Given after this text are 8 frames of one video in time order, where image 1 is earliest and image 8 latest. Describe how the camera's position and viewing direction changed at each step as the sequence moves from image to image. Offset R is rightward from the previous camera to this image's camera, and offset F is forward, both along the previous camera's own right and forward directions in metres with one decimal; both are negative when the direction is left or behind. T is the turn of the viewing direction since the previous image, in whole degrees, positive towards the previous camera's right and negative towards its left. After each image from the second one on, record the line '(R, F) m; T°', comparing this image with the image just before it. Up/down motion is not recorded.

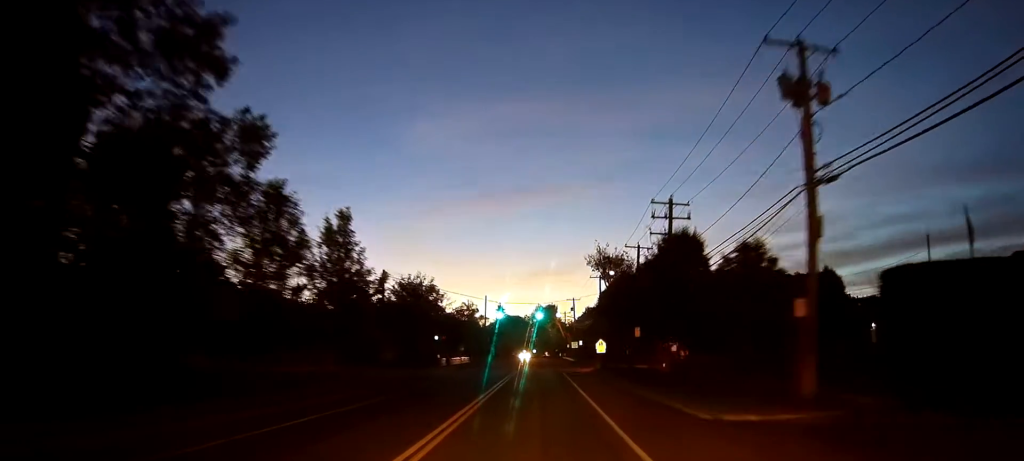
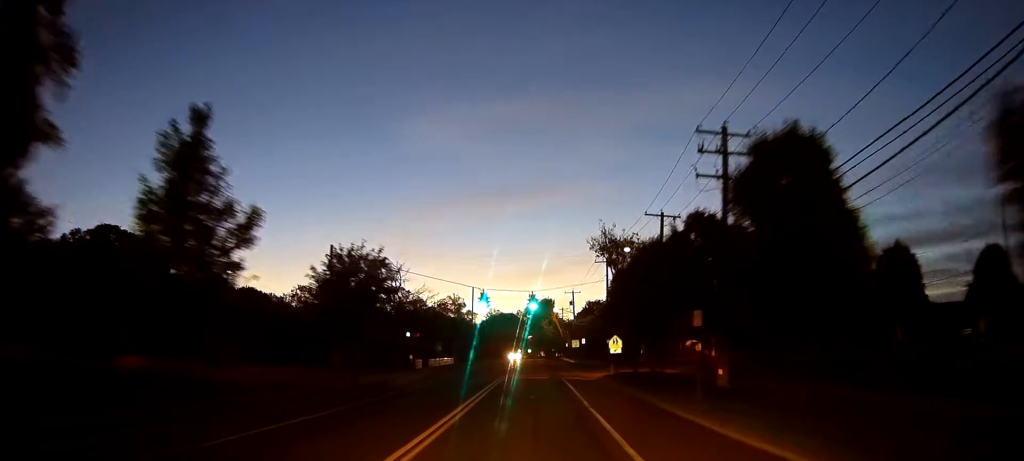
(0.0, +13.6) m; 0°
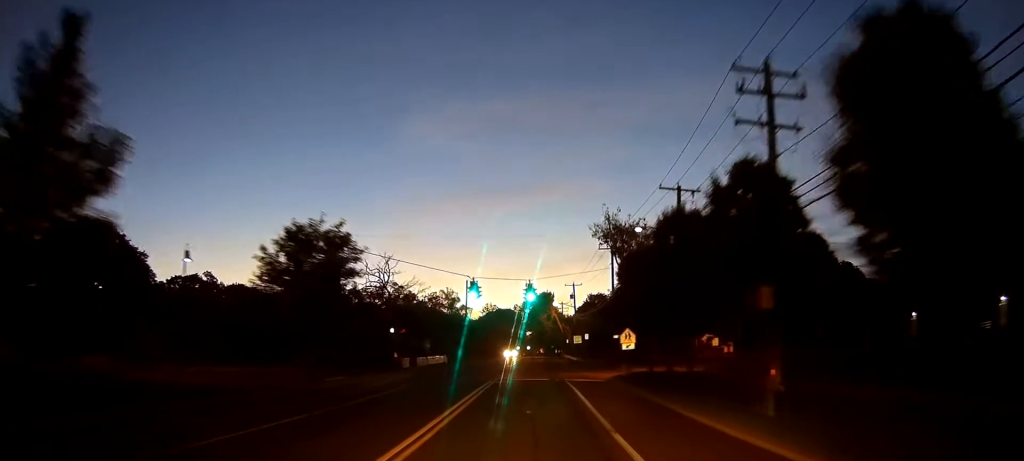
(0.0, +6.3) m; 0°
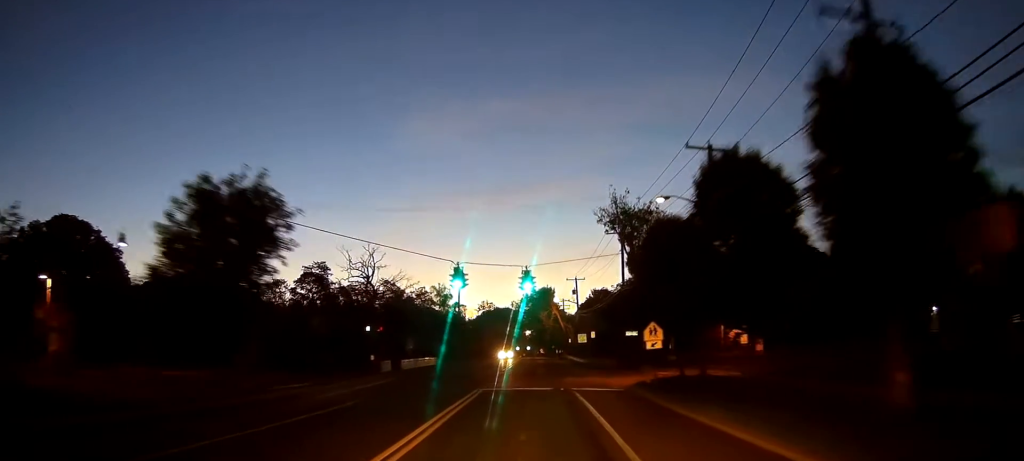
(0.0, +7.9) m; 0°
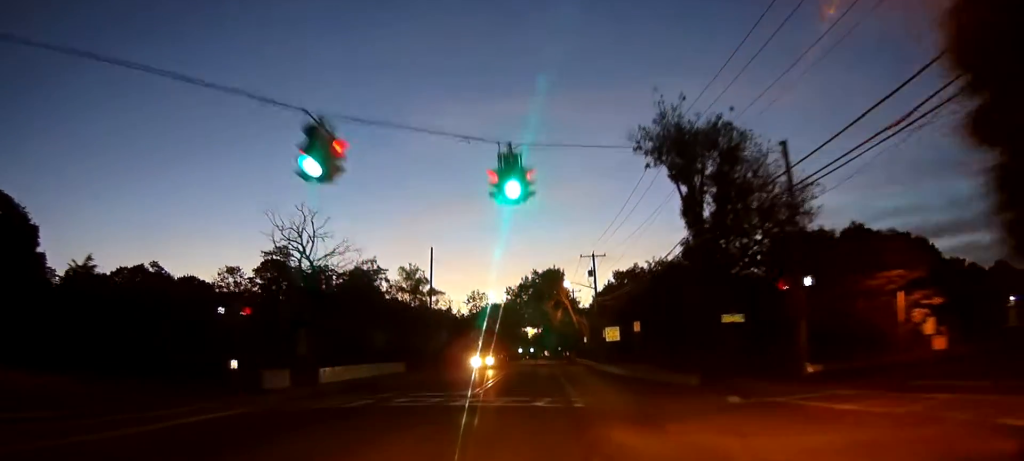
(0.0, +23.9) m; +1°
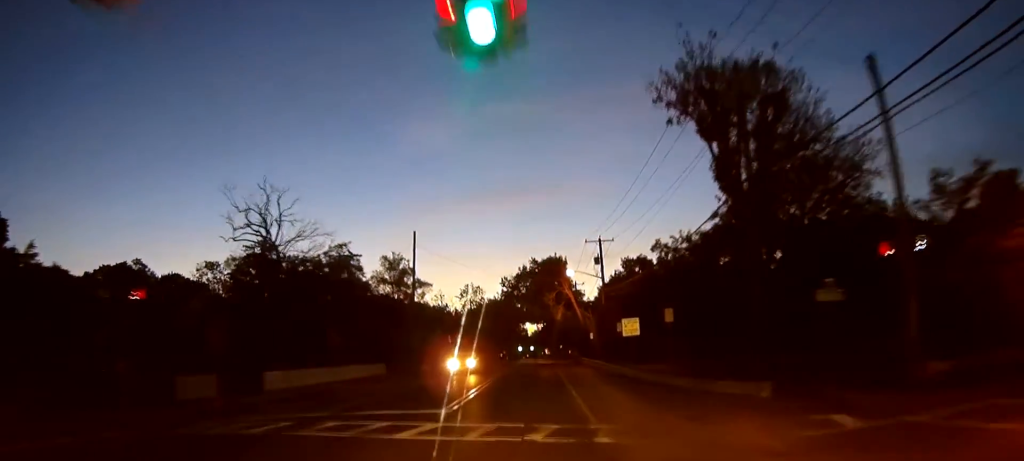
(+0.1, +8.0) m; 0°
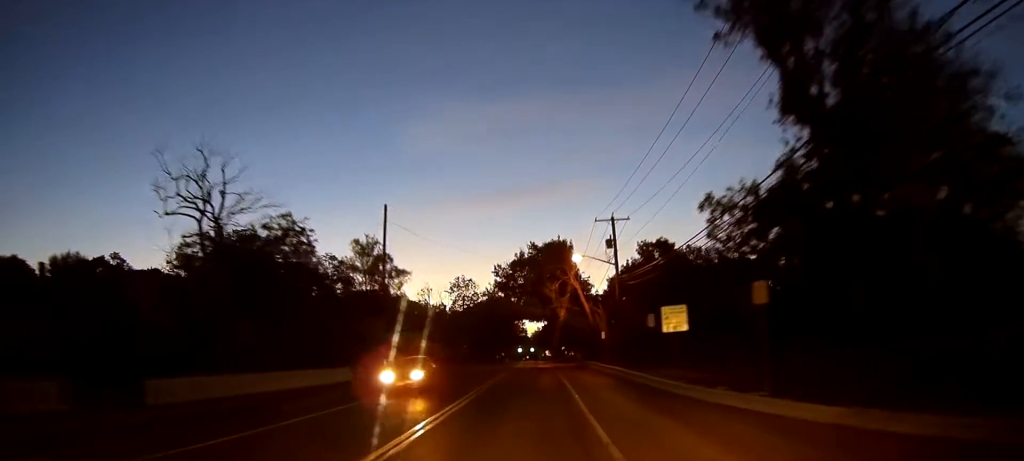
(+0.1, +10.1) m; 0°
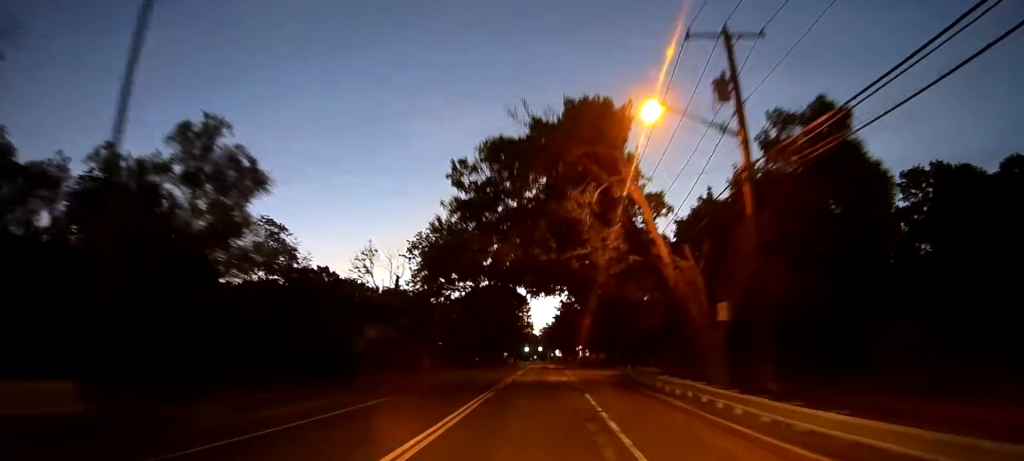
(-0.7, +29.3) m; -2°
